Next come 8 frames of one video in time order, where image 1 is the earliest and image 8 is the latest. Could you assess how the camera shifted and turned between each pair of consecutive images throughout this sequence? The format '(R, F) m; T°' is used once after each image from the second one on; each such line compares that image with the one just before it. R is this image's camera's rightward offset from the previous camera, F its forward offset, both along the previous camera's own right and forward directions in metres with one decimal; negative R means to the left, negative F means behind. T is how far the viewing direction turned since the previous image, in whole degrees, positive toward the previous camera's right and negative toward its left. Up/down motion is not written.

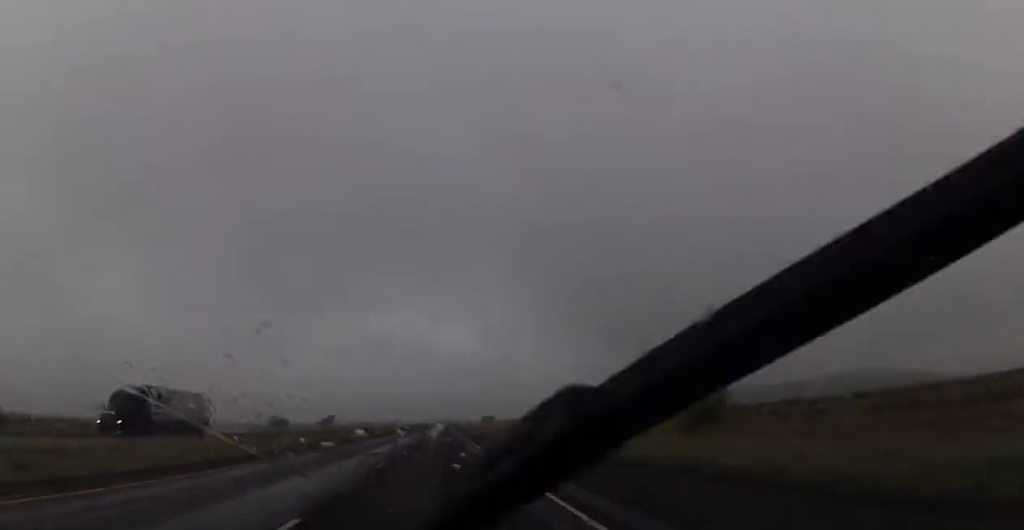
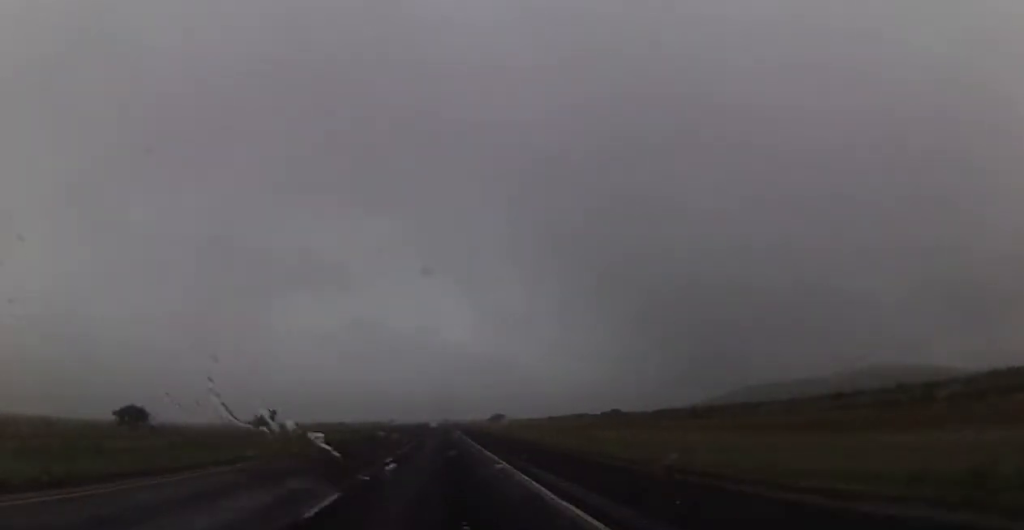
(+0.4, +82.8) m; +1°
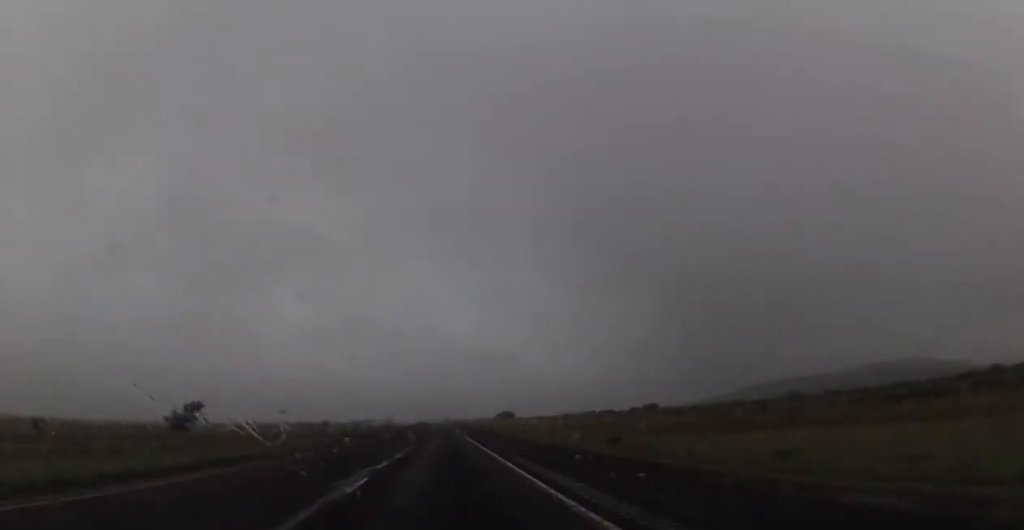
(-0.6, +45.9) m; -1°
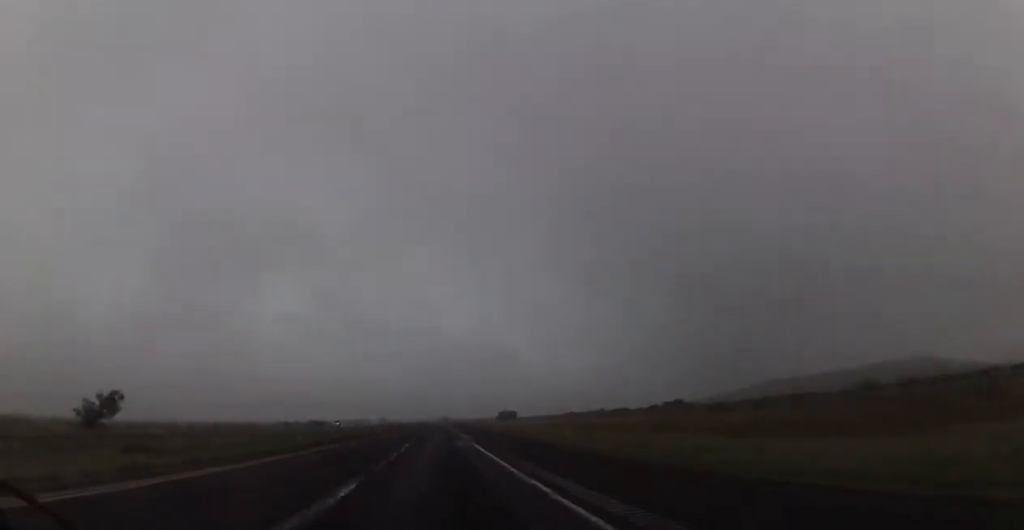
(-0.2, +26.3) m; 0°
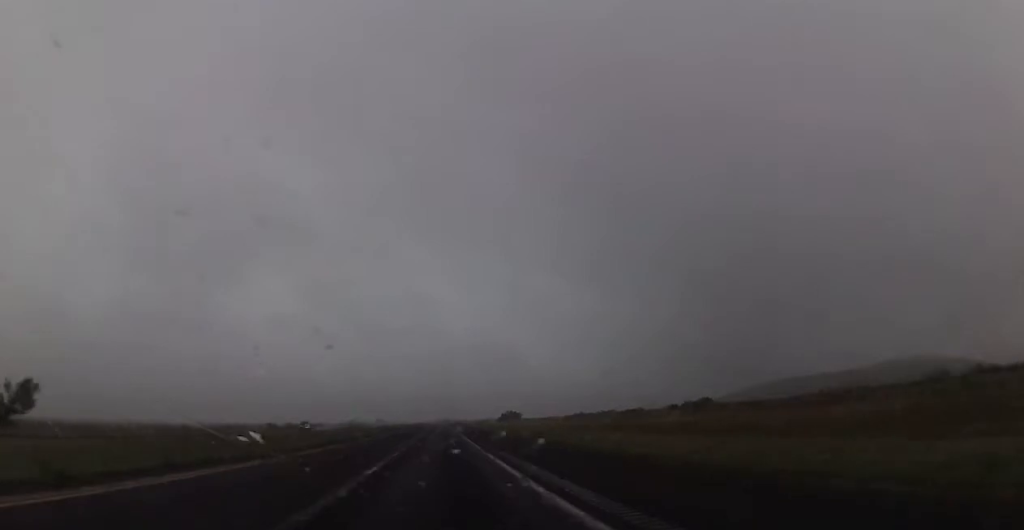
(+0.2, +18.4) m; +1°
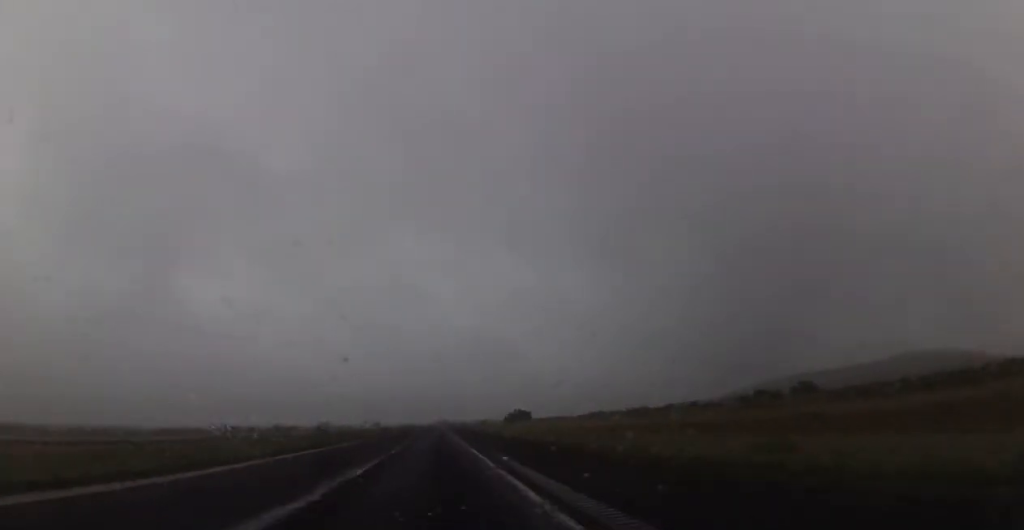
(+0.4, +49.4) m; 0°
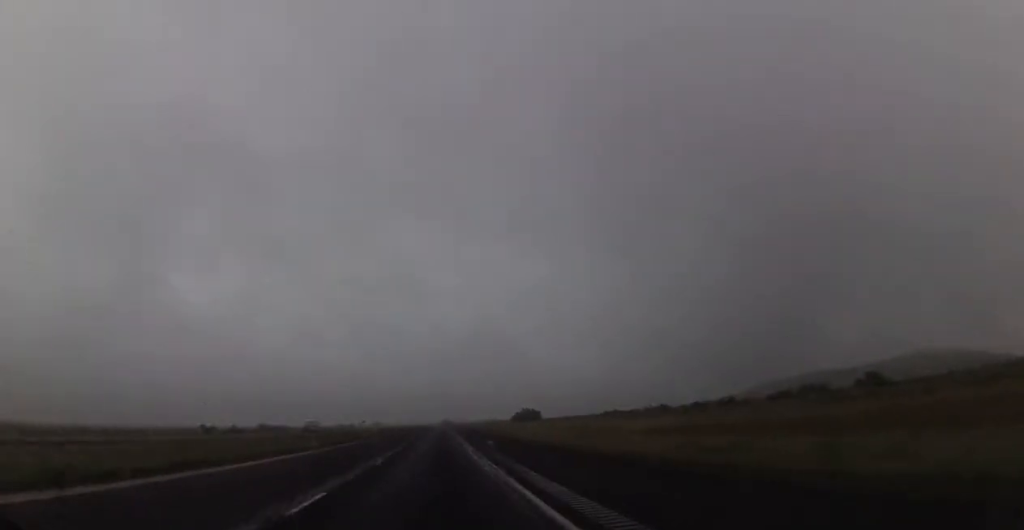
(-0.2, +19.6) m; 0°
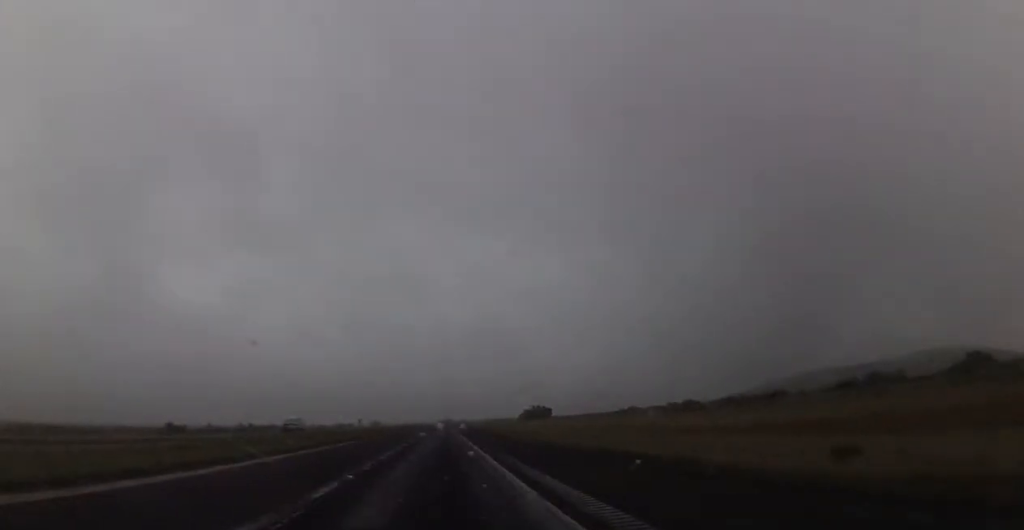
(0.0, +23.0) m; 0°
